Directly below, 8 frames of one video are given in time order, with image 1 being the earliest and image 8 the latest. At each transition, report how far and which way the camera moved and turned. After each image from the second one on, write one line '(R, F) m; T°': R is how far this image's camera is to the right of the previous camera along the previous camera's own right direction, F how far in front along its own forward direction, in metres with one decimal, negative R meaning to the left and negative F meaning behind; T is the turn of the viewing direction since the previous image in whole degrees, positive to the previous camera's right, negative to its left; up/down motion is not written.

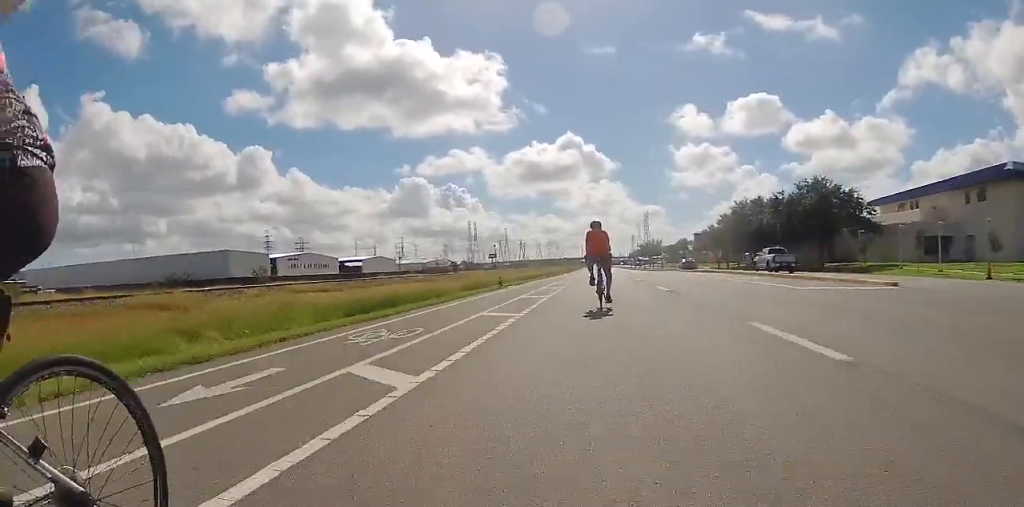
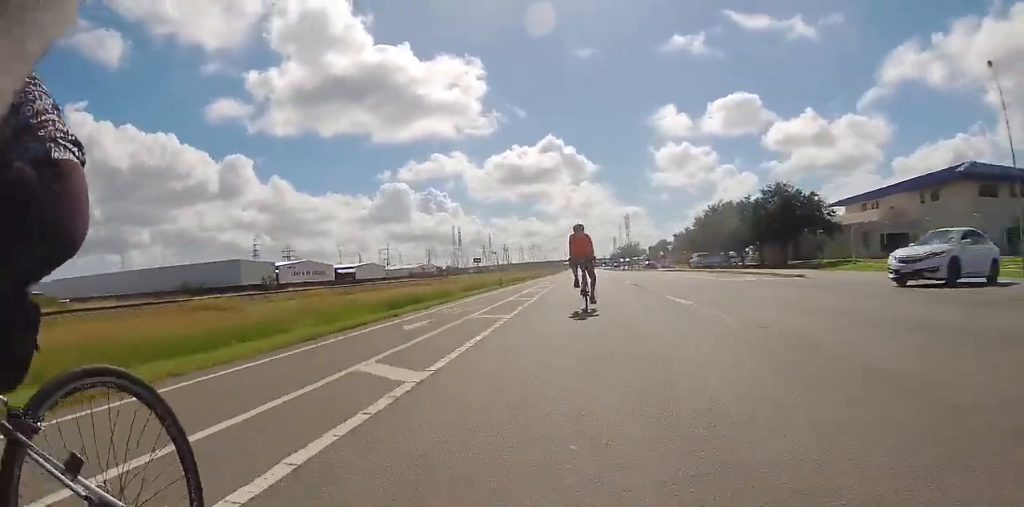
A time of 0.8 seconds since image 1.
(0.0, +6.4) m; -2°
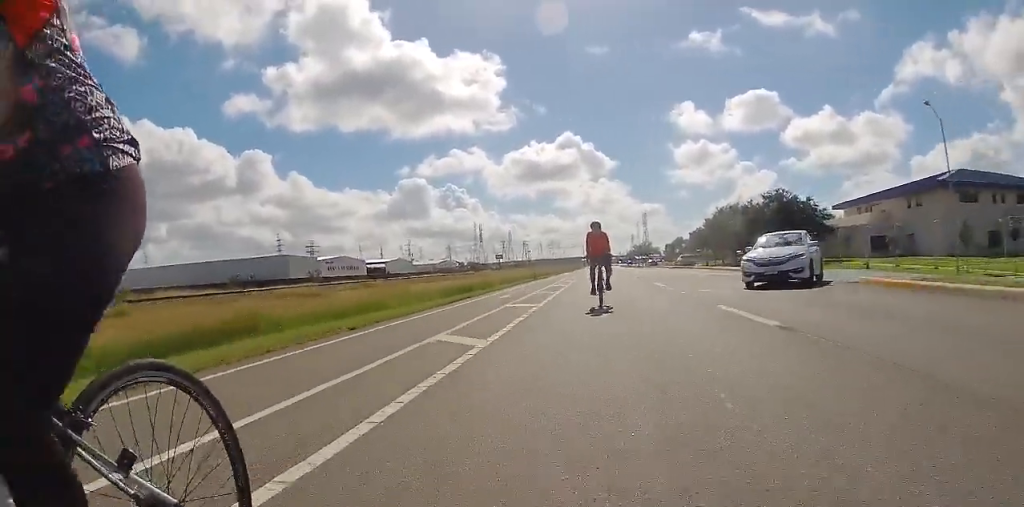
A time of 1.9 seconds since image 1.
(-0.4, +8.1) m; -2°
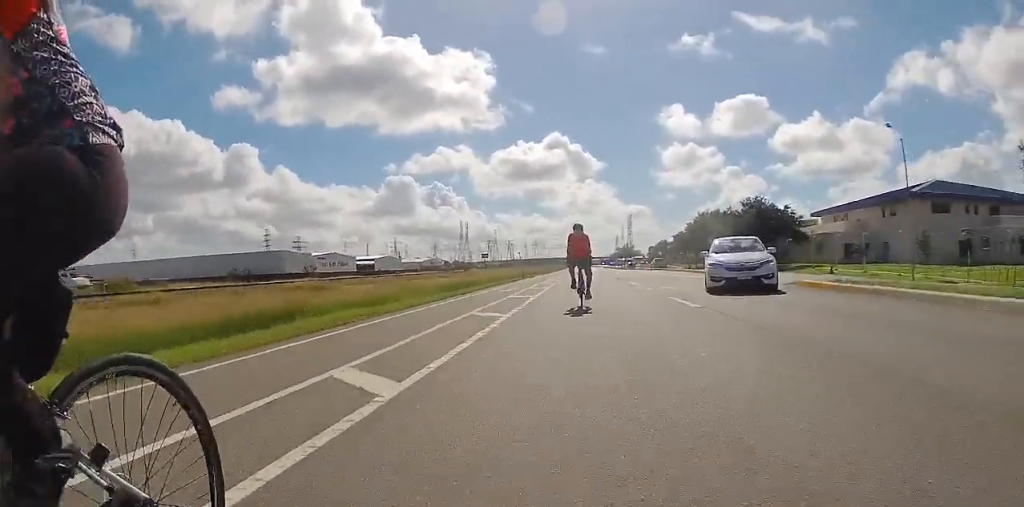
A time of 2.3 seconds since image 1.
(0.0, +3.7) m; +1°
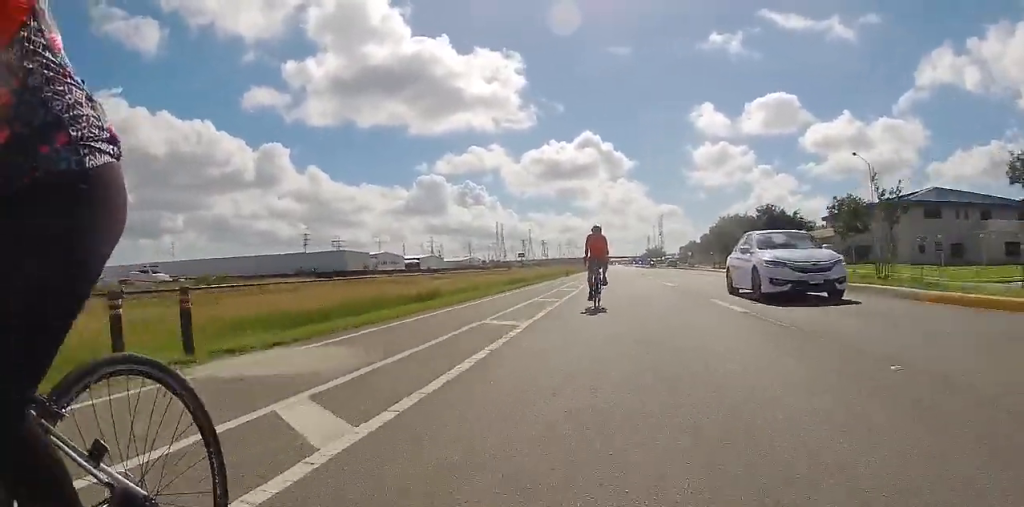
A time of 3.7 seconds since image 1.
(+0.2, +11.4) m; 0°
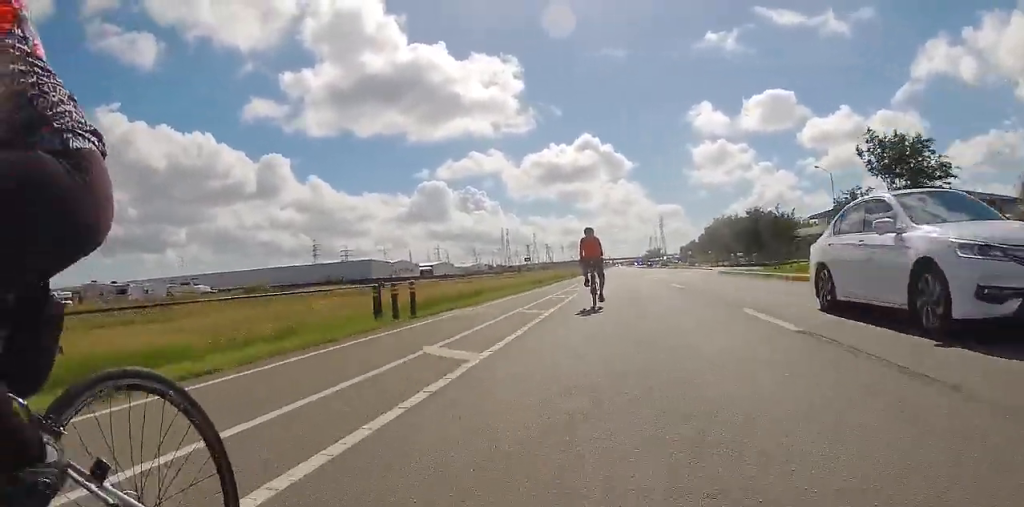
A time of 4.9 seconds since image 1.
(-0.1, +10.5) m; 0°
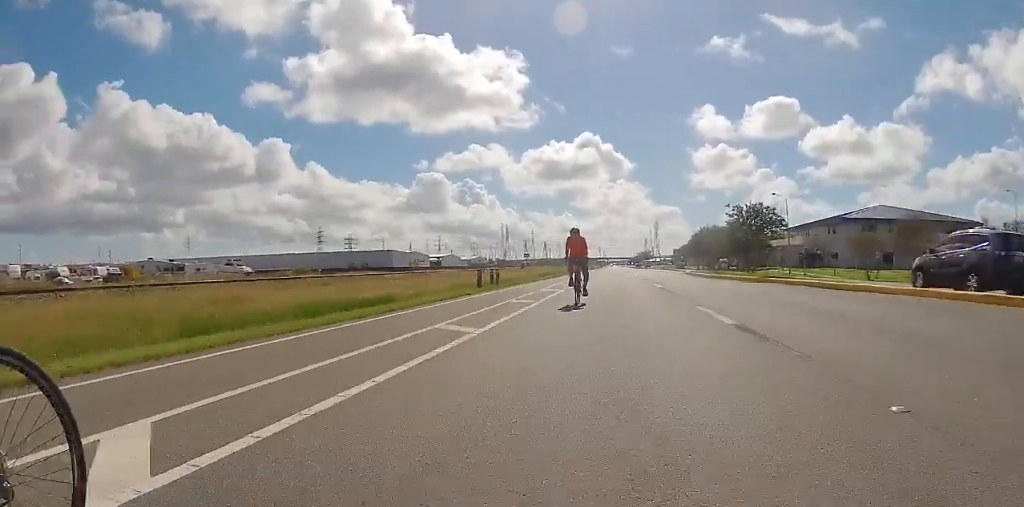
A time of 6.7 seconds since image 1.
(-0.1, +16.2) m; -2°
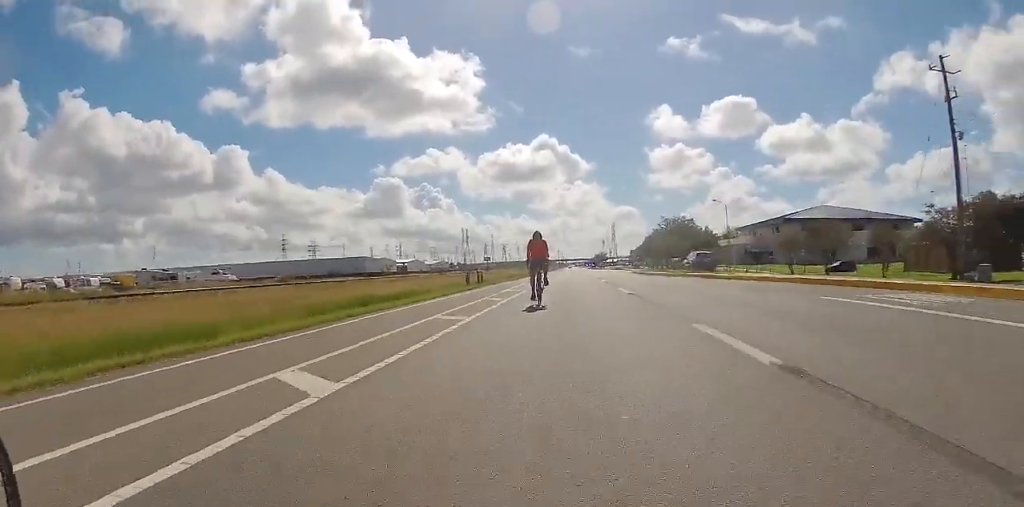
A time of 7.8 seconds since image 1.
(-0.2, +9.1) m; -1°
